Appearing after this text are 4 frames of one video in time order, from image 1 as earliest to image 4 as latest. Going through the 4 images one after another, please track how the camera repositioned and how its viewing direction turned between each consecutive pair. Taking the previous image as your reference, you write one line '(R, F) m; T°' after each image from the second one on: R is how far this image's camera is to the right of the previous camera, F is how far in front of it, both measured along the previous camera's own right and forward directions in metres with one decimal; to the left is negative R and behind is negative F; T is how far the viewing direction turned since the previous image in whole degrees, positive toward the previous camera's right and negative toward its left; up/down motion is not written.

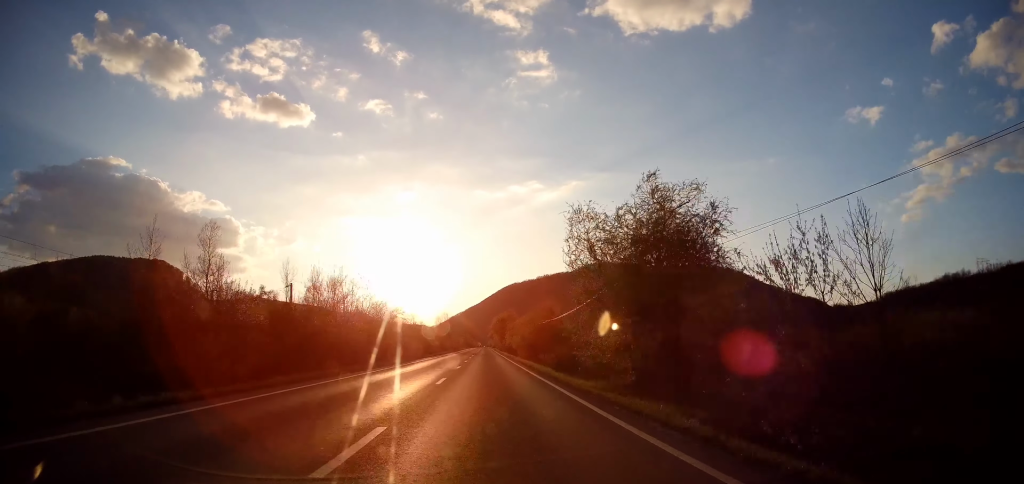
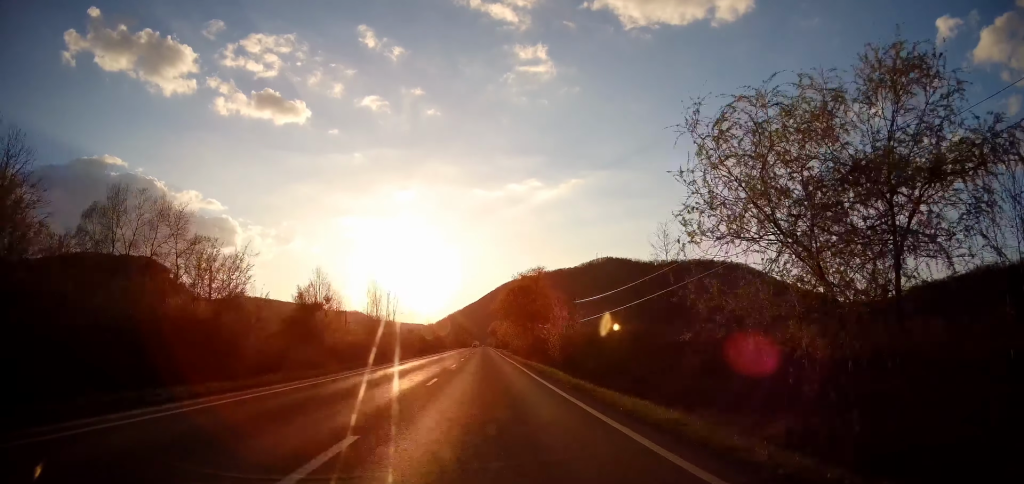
(+0.4, +72.6) m; 0°
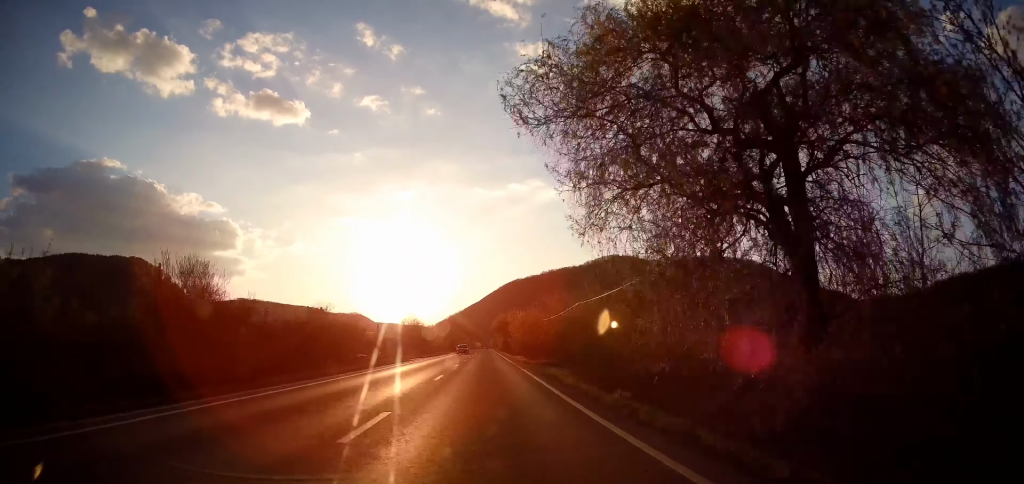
(-1.0, +56.8) m; -1°
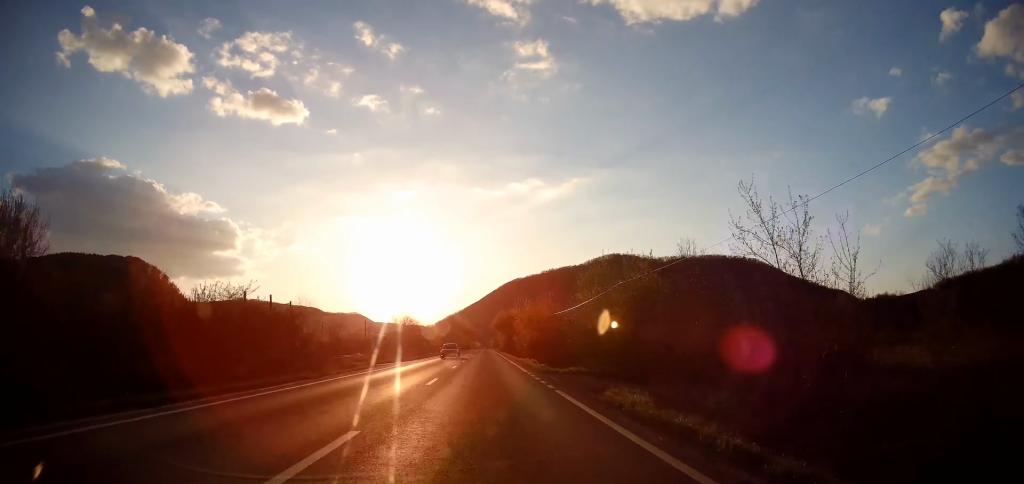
(0.0, +14.2) m; 0°
